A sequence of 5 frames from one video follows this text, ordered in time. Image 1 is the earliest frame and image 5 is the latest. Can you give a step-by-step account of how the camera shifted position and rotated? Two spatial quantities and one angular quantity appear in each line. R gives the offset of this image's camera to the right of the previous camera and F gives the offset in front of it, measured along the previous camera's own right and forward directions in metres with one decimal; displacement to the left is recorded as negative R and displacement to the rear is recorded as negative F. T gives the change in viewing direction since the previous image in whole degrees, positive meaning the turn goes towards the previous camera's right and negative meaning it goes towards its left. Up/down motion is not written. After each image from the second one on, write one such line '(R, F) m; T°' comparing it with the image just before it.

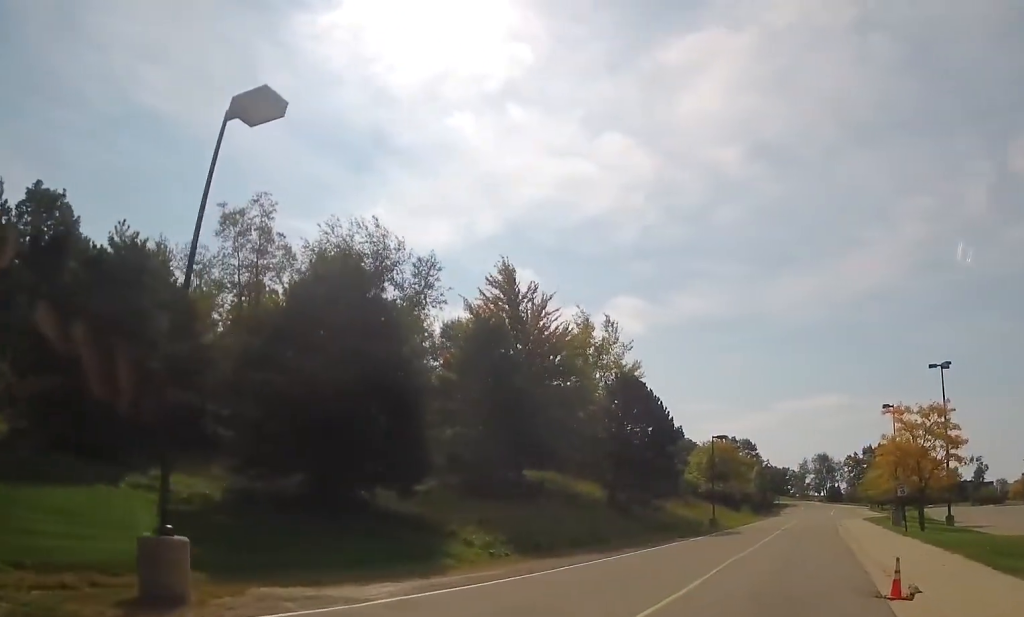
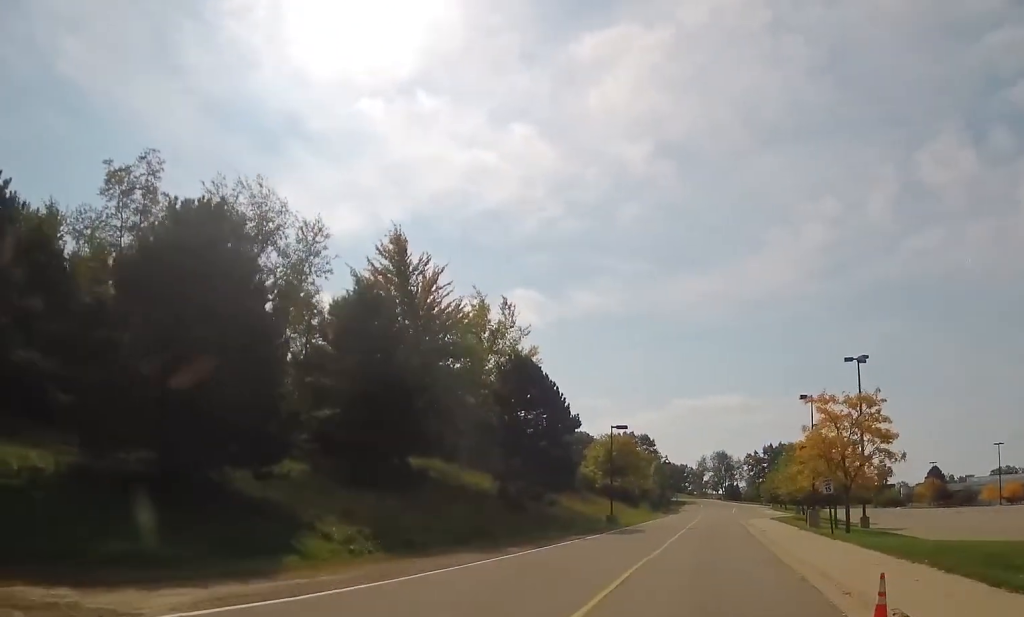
(+0.3, +3.5) m; +9°
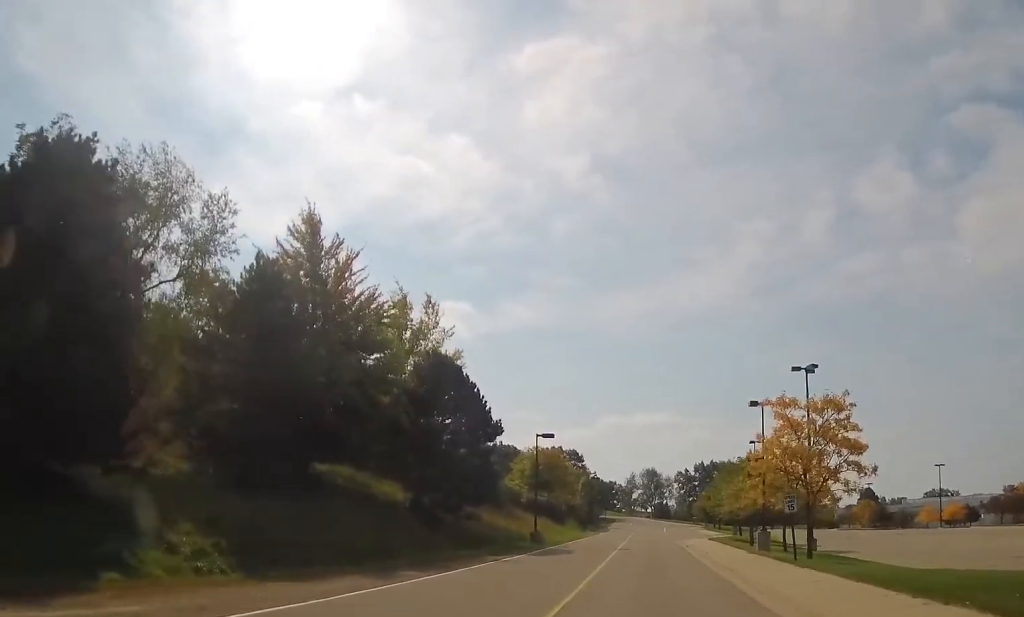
(+0.6, +4.2) m; +7°
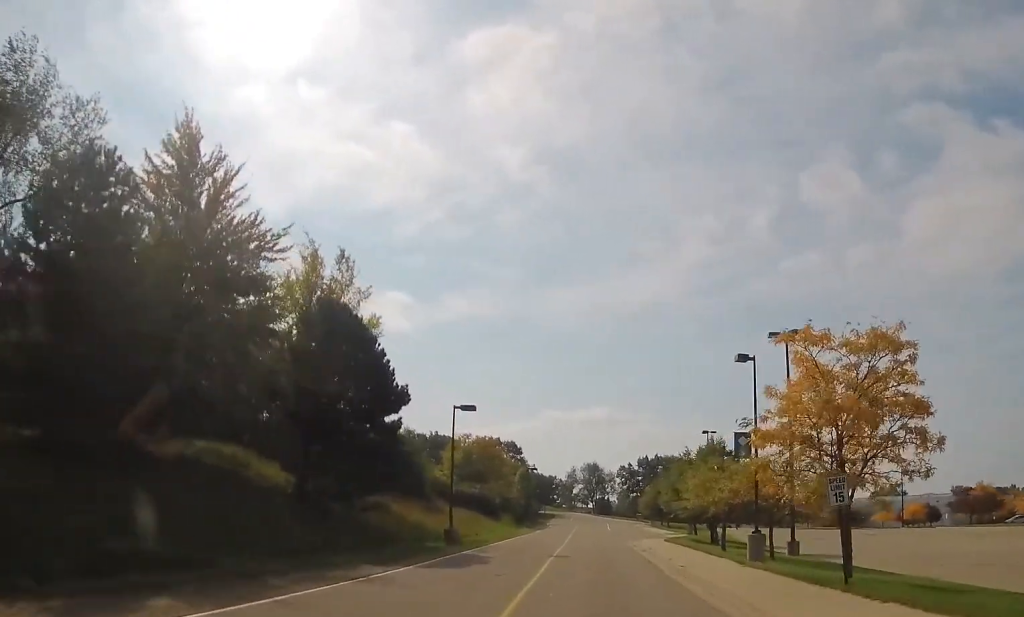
(+0.2, +9.2) m; +1°
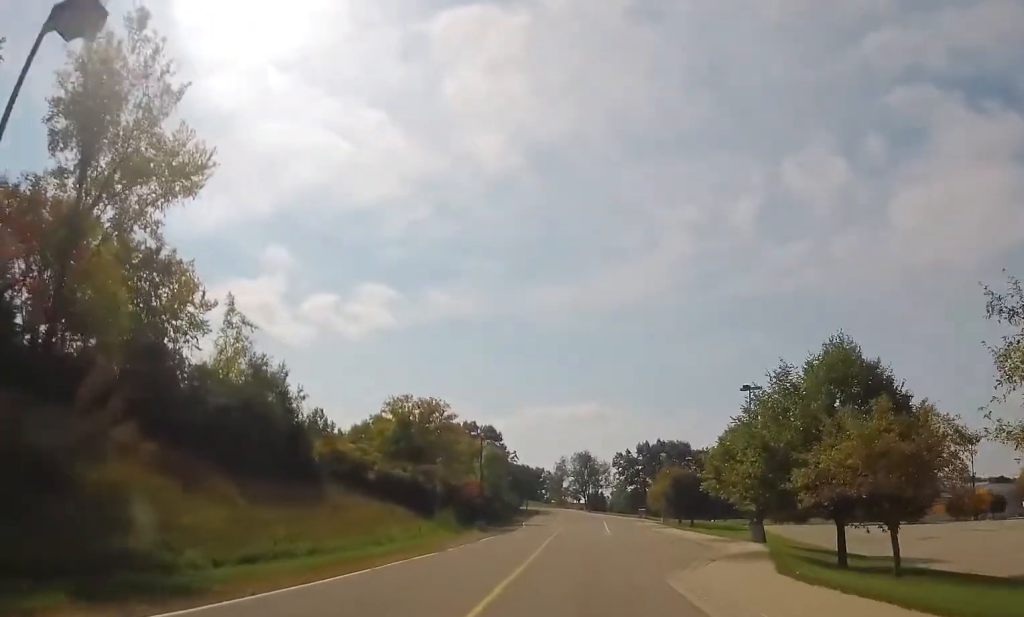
(+0.9, +29.8) m; +4°
